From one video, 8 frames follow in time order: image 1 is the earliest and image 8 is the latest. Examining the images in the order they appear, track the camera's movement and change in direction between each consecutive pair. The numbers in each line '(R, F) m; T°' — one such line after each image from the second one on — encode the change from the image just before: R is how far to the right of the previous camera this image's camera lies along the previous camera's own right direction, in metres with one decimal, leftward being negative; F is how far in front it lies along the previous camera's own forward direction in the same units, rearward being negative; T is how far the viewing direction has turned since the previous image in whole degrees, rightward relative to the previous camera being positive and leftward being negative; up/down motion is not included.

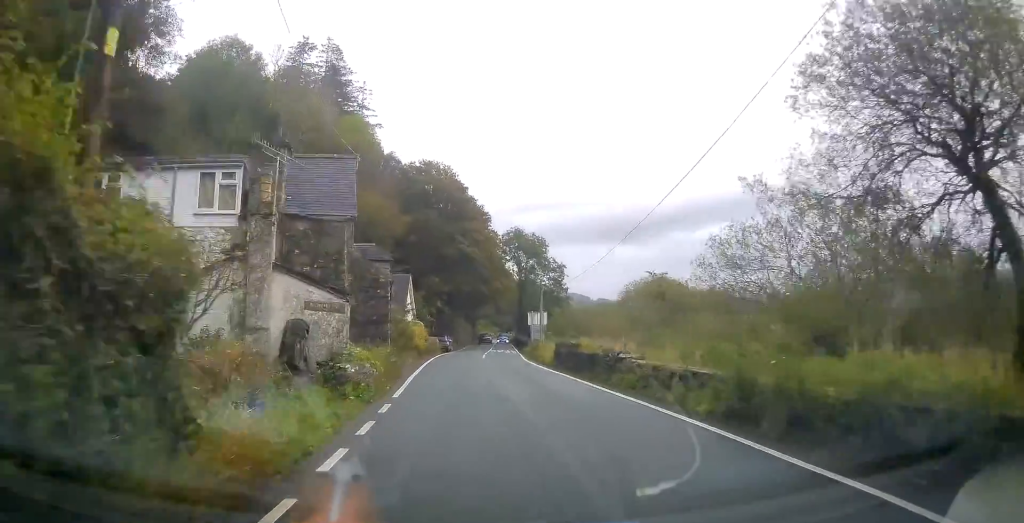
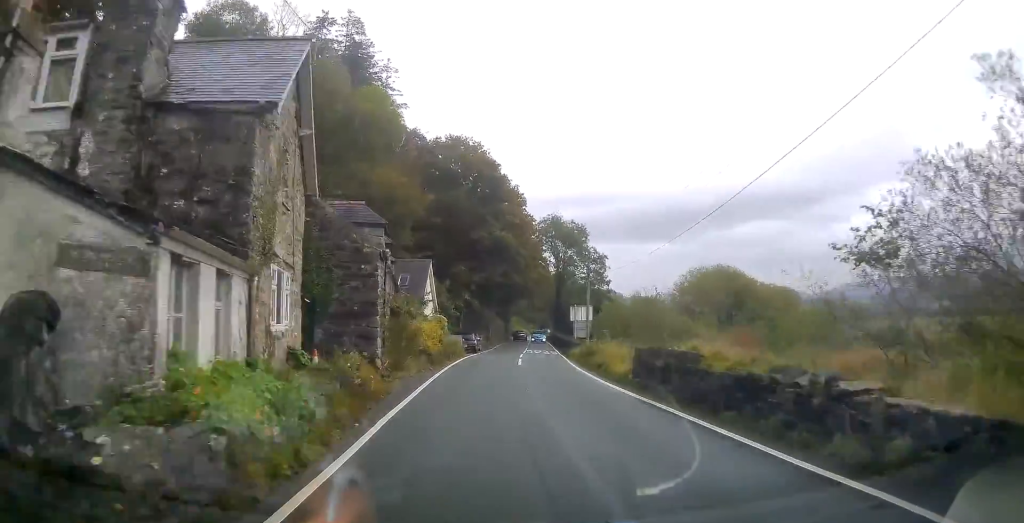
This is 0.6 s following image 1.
(-0.2, +8.3) m; -1°
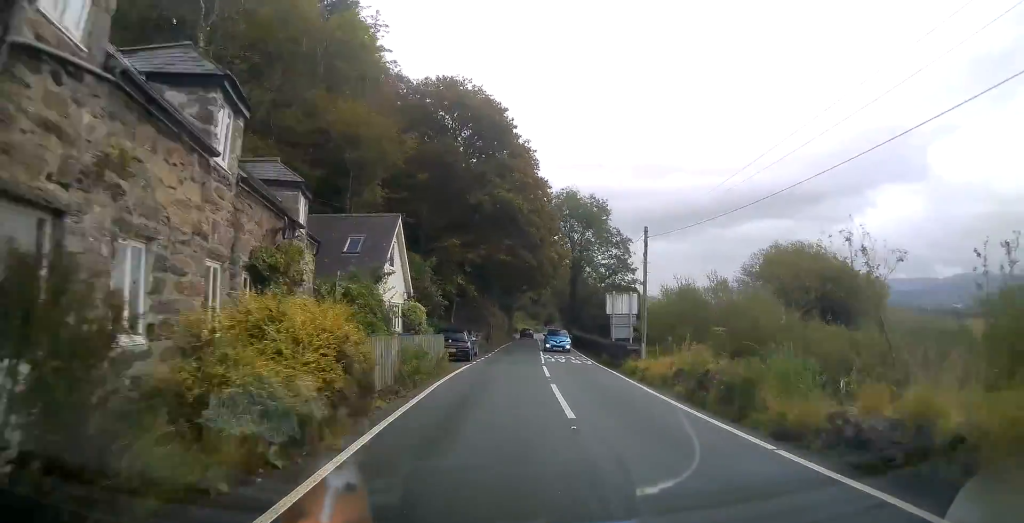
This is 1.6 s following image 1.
(-0.1, +15.0) m; 0°
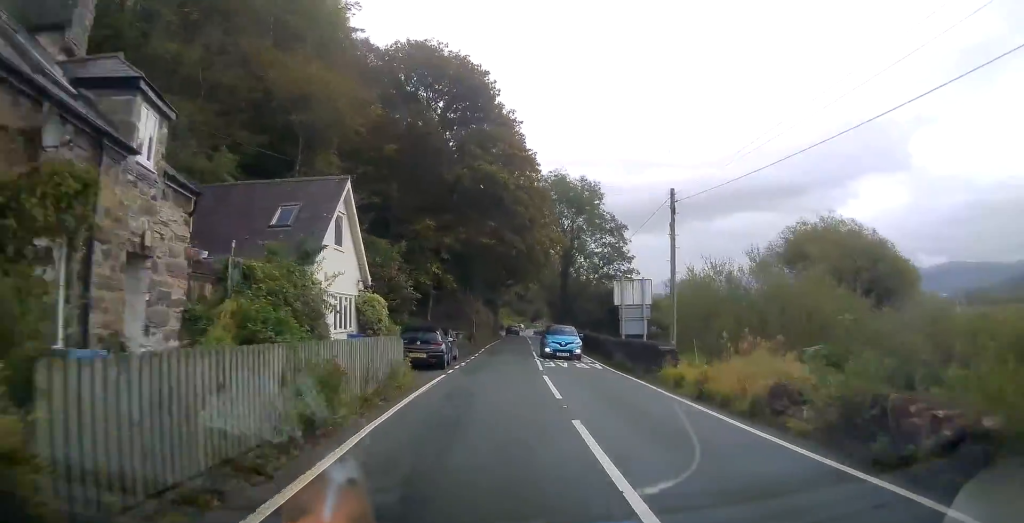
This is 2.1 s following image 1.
(0.0, +6.4) m; 0°
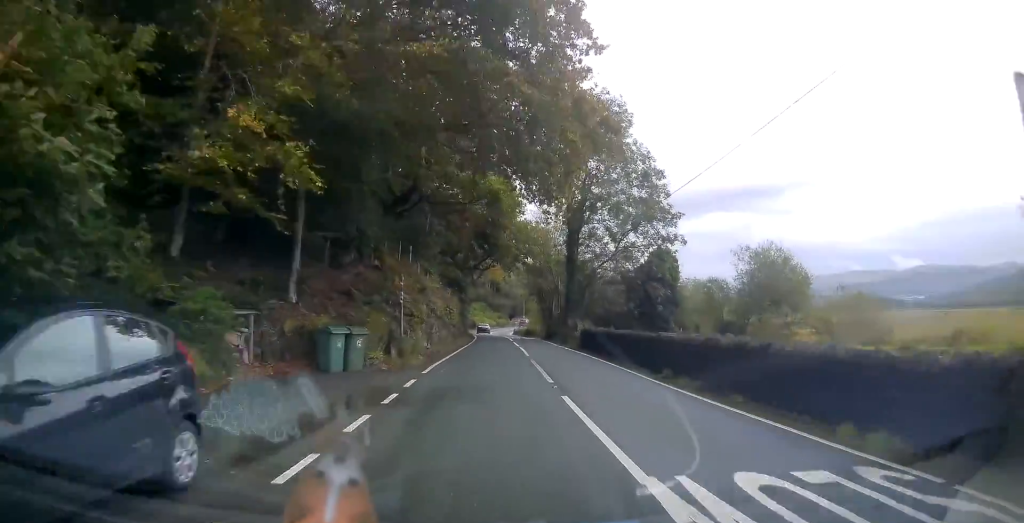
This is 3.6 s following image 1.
(-0.3, +24.0) m; +1°
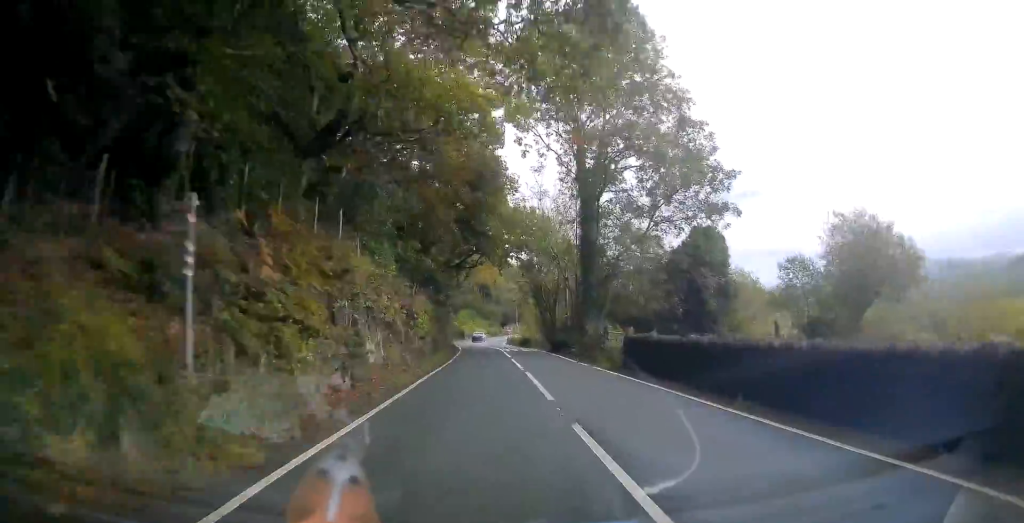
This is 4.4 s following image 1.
(+0.4, +12.0) m; +1°
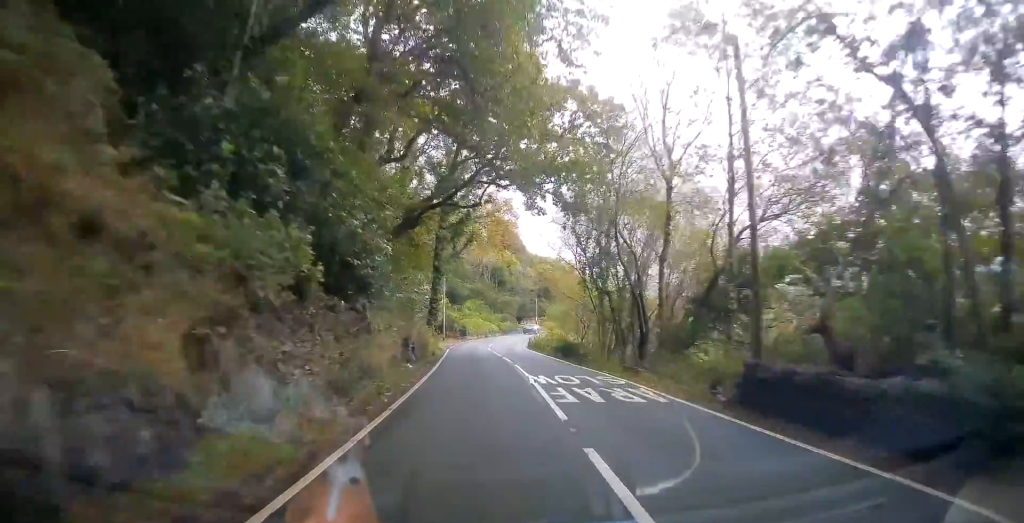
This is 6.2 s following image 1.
(-0.1, +28.3) m; -1°
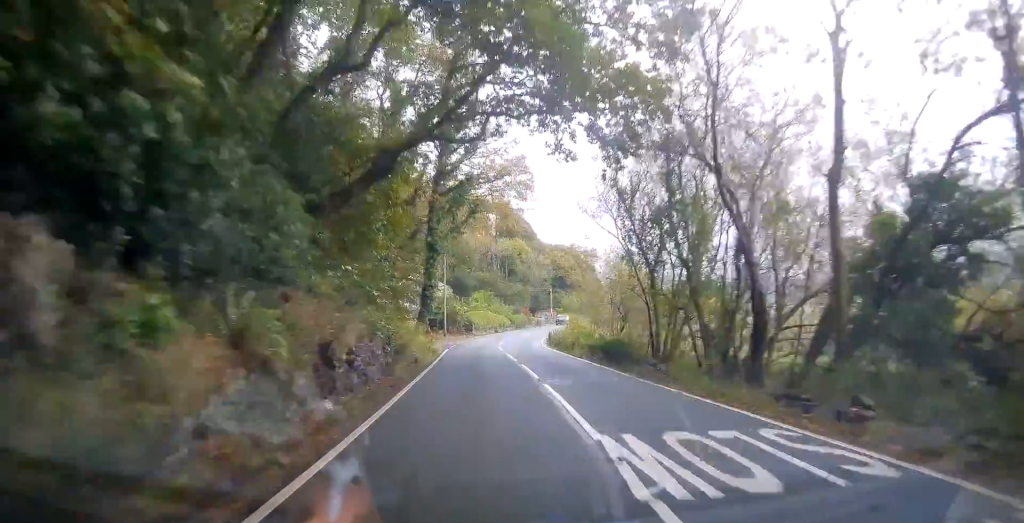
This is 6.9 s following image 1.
(0.0, +10.4) m; 0°
